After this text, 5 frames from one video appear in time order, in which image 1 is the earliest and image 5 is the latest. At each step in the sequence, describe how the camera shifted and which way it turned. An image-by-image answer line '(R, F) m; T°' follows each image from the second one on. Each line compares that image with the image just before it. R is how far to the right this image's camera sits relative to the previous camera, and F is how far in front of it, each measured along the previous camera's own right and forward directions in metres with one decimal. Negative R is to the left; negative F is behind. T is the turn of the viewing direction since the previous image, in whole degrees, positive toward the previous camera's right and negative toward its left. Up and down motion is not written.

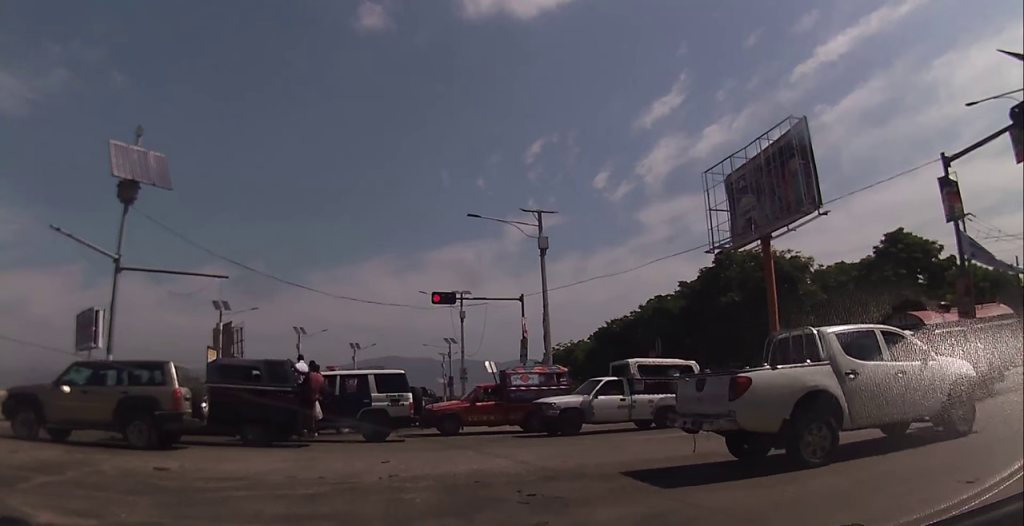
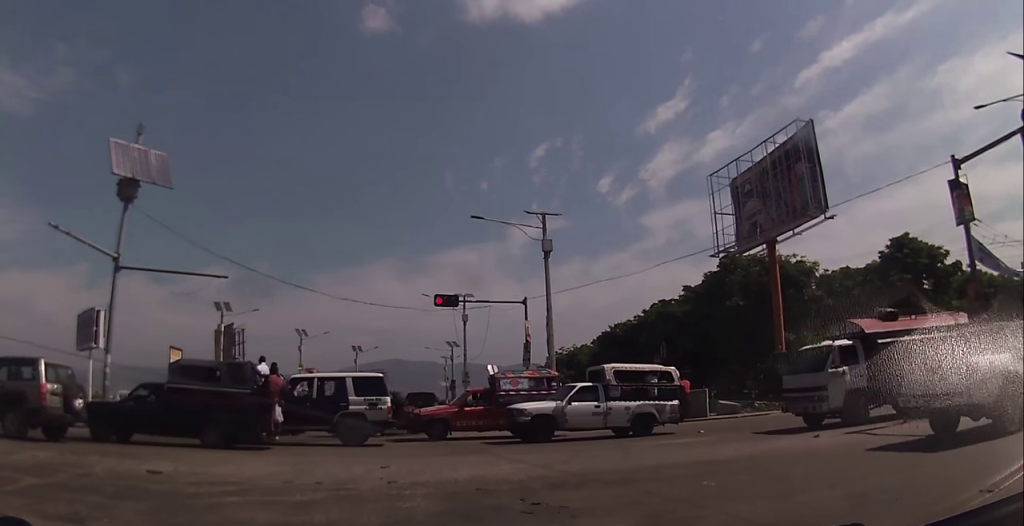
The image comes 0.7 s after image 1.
(-0.2, +0.5) m; 0°
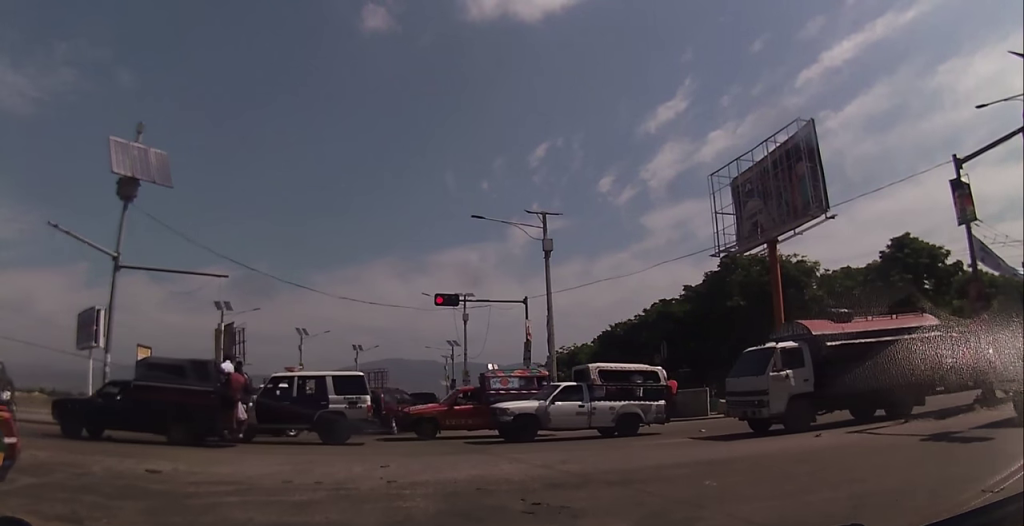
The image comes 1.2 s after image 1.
(-0.2, +0.2) m; 0°
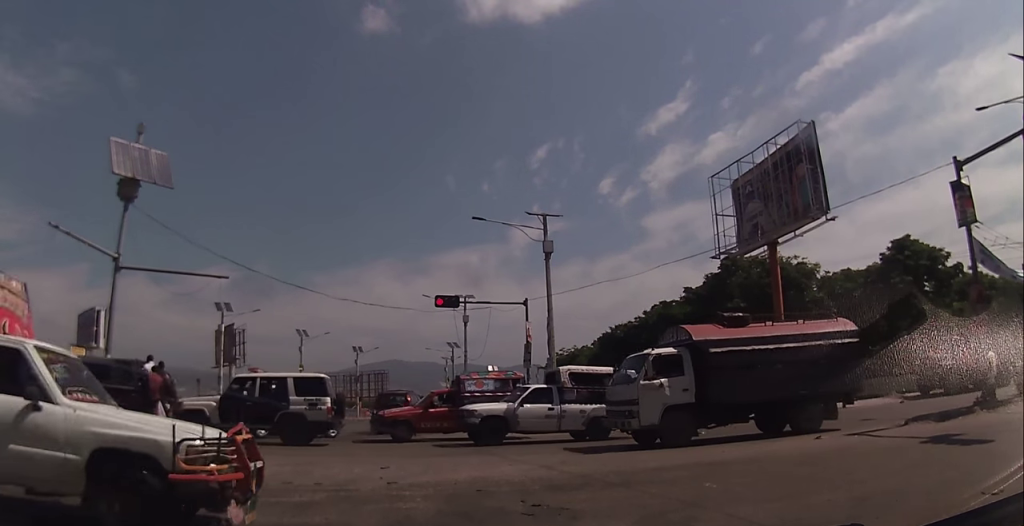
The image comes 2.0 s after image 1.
(0.0, 0.0) m; 0°
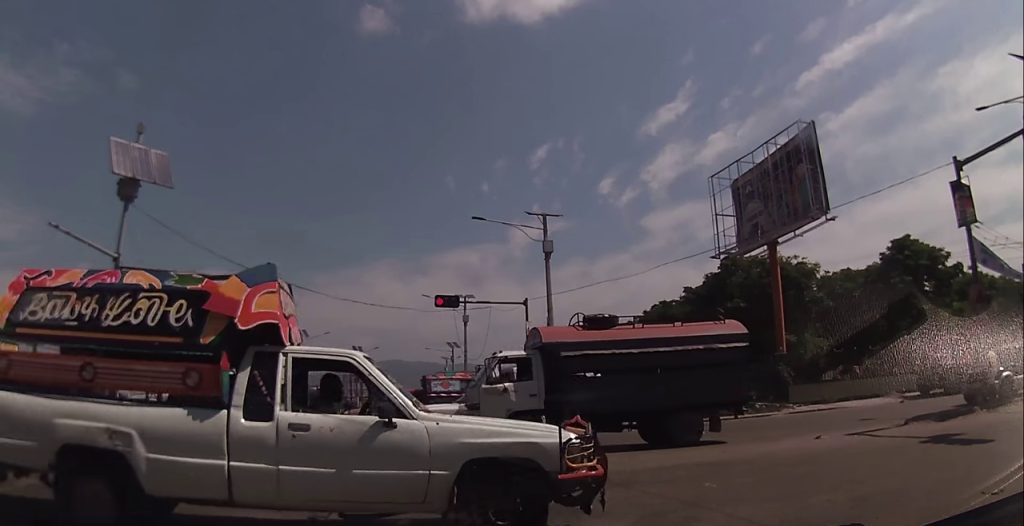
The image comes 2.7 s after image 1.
(0.0, 0.0) m; 0°
